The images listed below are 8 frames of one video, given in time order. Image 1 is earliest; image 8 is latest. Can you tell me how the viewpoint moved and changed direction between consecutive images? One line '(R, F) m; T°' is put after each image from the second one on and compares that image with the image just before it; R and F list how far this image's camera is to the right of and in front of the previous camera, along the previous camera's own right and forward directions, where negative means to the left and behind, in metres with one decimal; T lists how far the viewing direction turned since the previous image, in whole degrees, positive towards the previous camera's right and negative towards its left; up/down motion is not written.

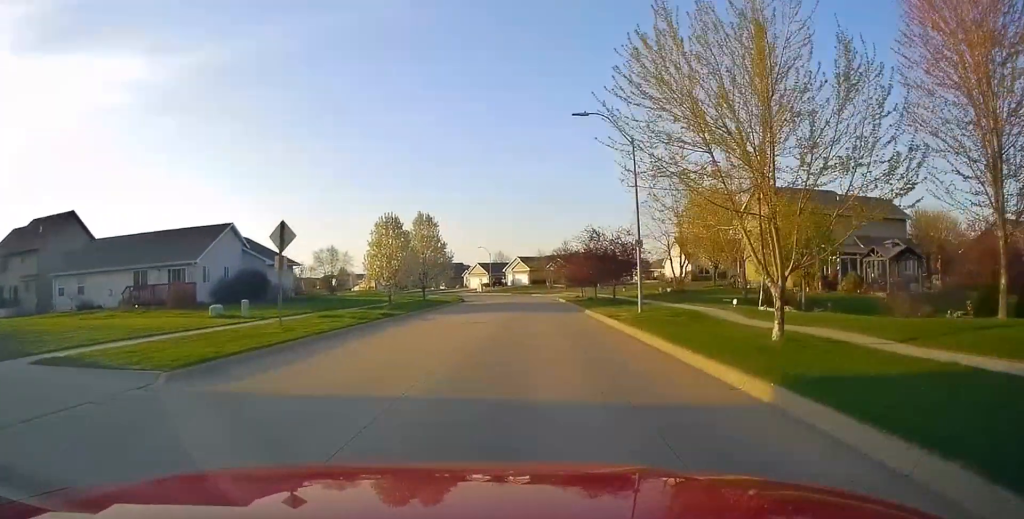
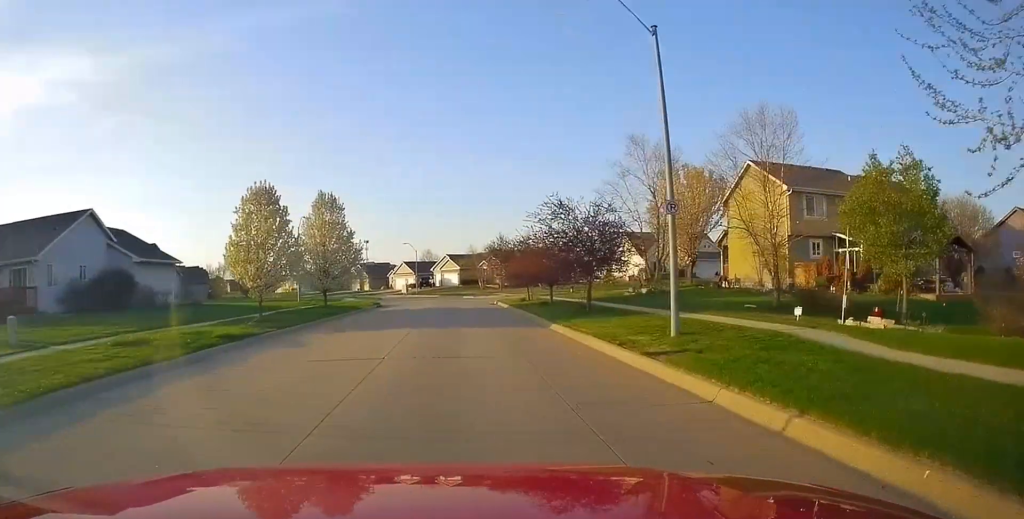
(+0.6, +10.8) m; +3°
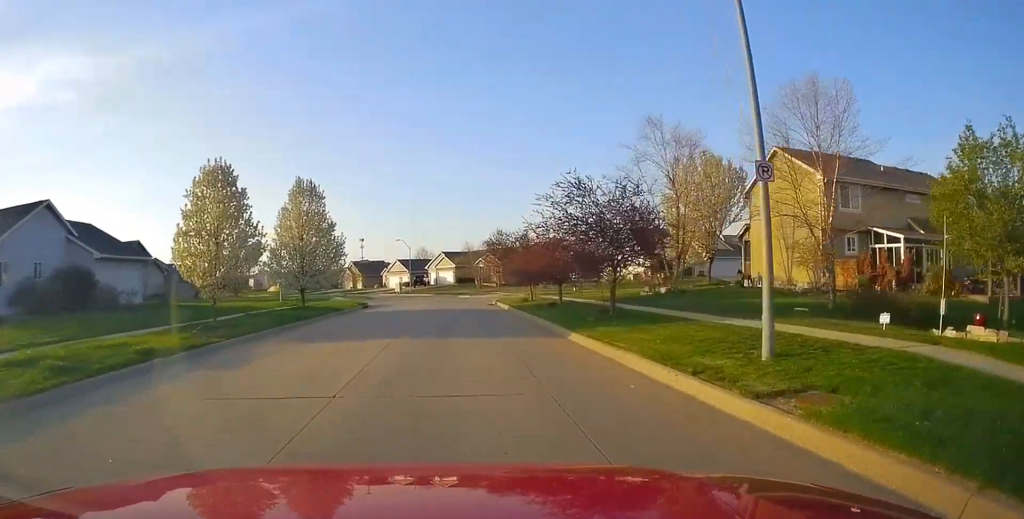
(0.0, +4.2) m; 0°
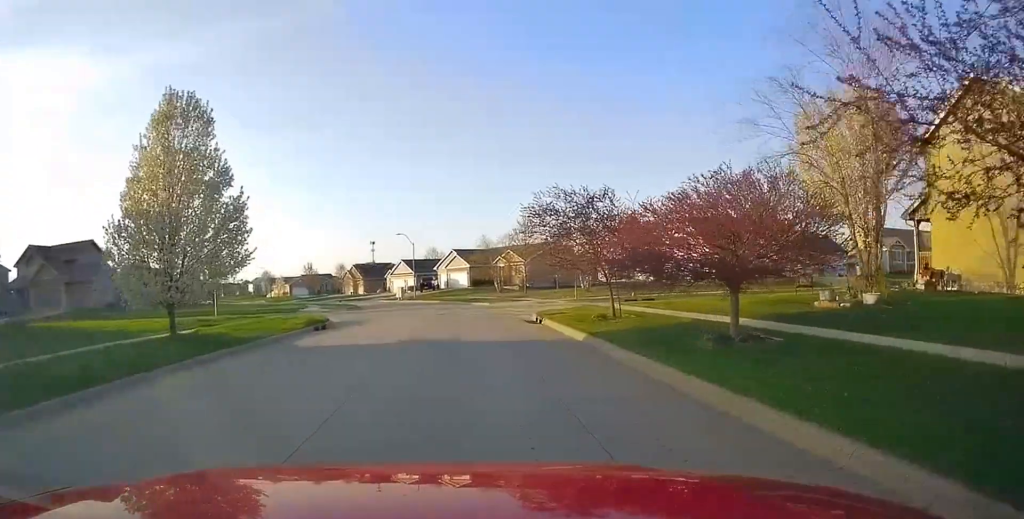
(0.0, +16.4) m; 0°
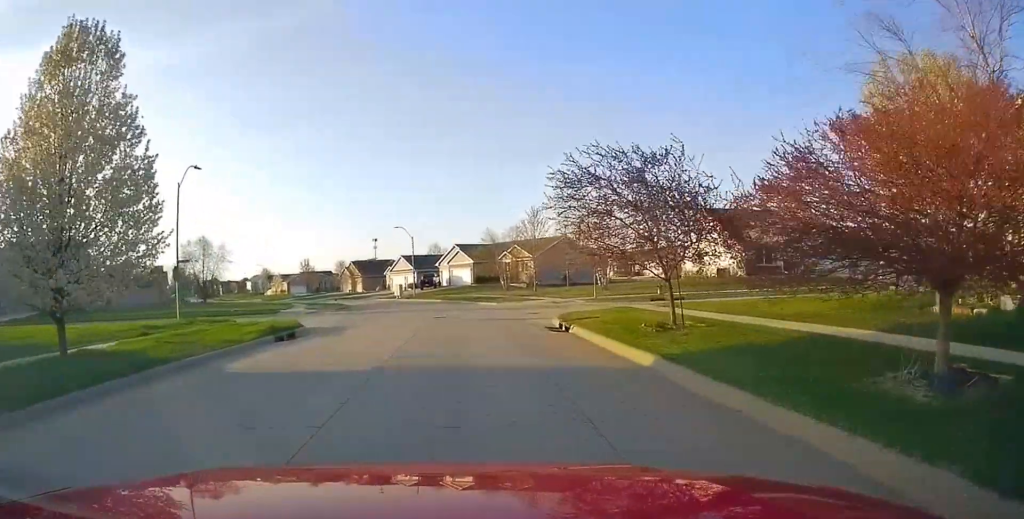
(0.0, +4.9) m; 0°
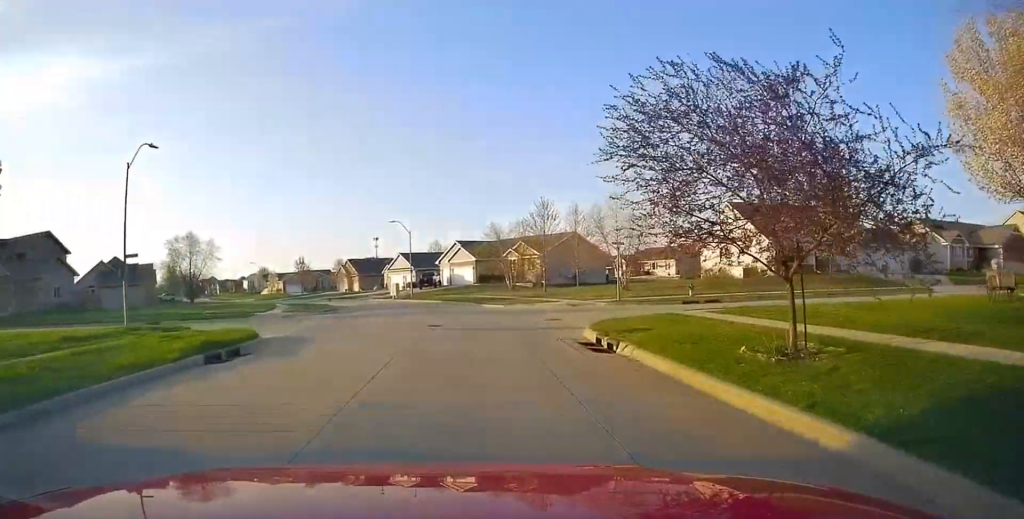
(0.0, +5.0) m; 0°
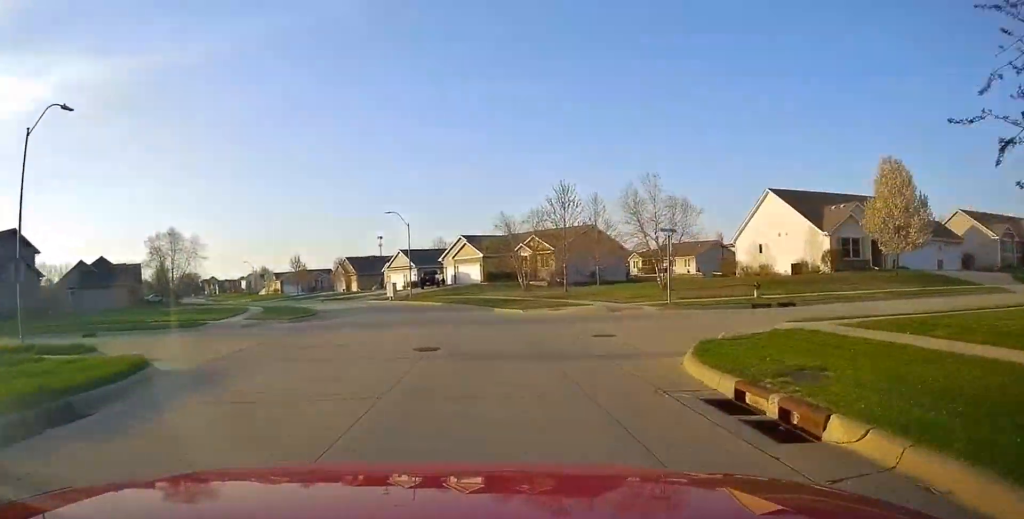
(0.0, +7.1) m; -2°
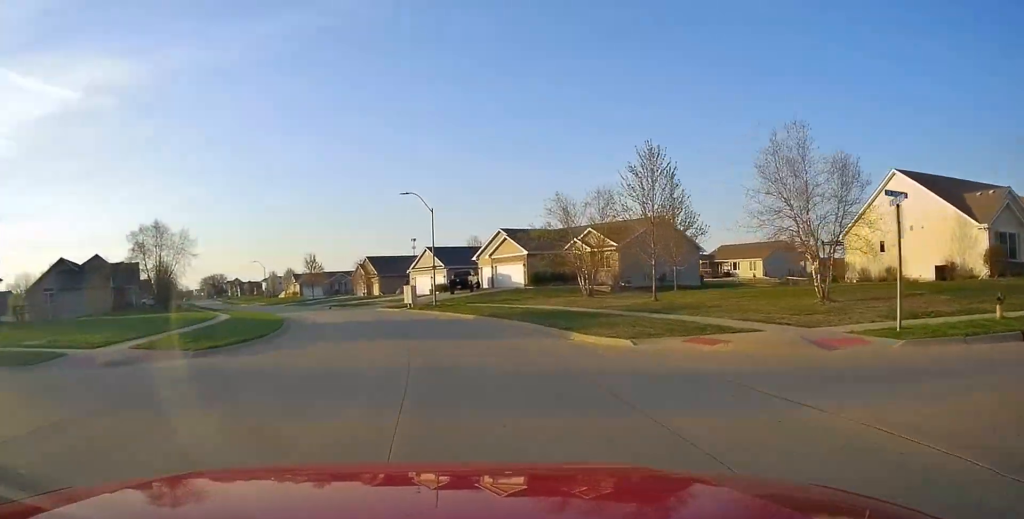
(-0.6, +12.7) m; -6°
